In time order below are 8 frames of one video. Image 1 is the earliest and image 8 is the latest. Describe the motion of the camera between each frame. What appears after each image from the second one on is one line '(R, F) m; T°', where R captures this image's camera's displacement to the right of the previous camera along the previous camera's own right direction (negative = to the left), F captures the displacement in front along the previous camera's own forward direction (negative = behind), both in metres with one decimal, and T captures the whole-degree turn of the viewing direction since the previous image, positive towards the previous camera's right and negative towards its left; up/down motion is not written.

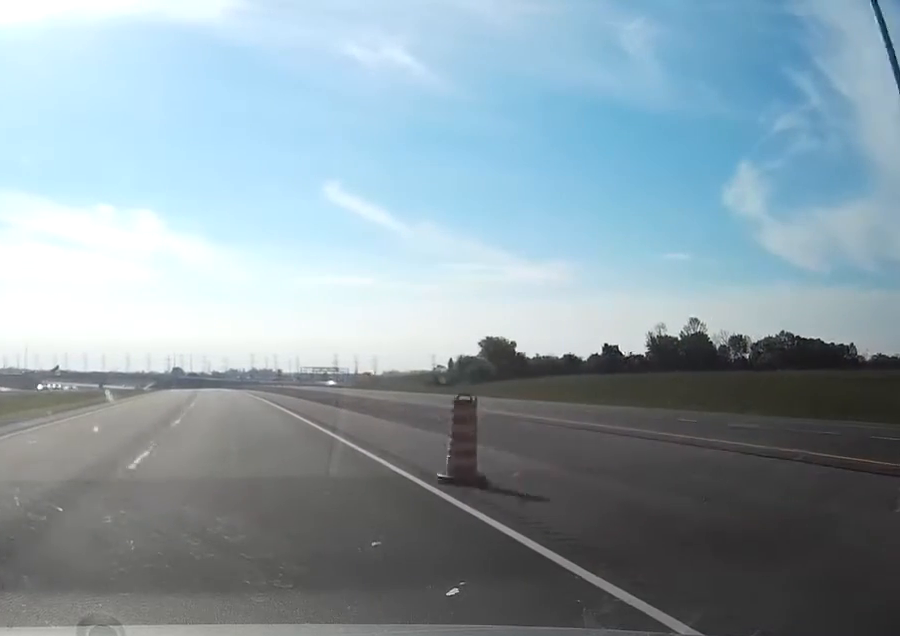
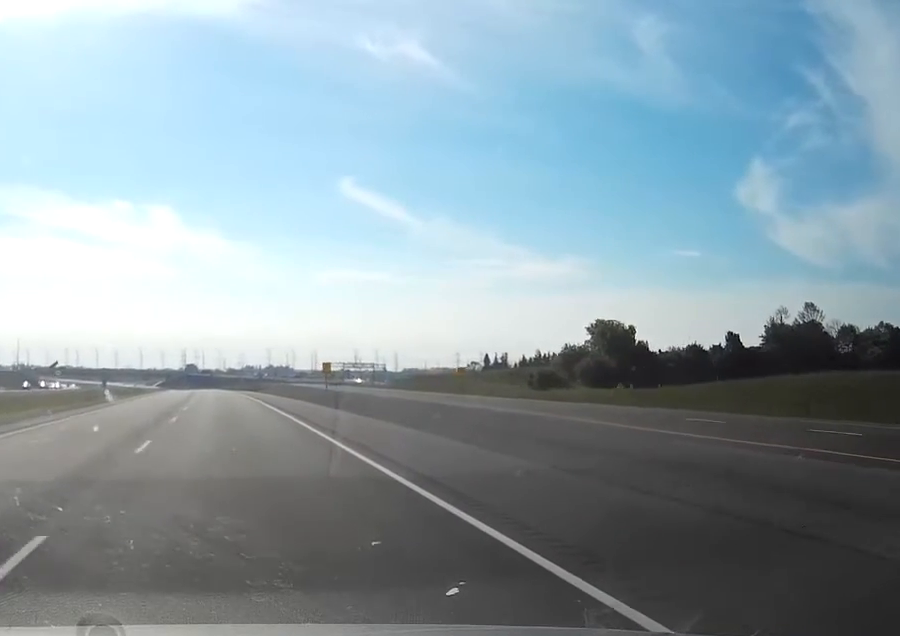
(-0.4, +56.1) m; -1°
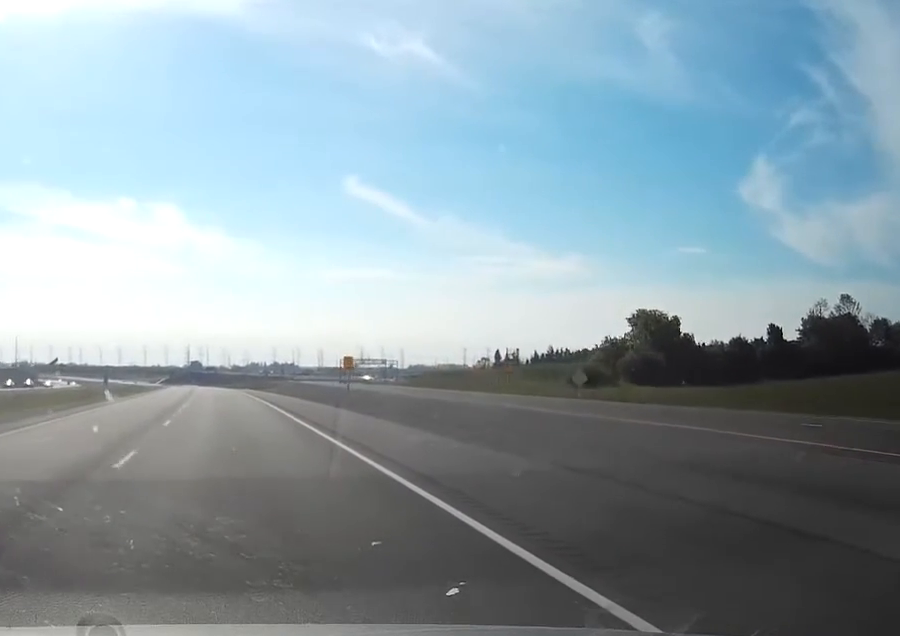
(-0.1, +14.8) m; 0°
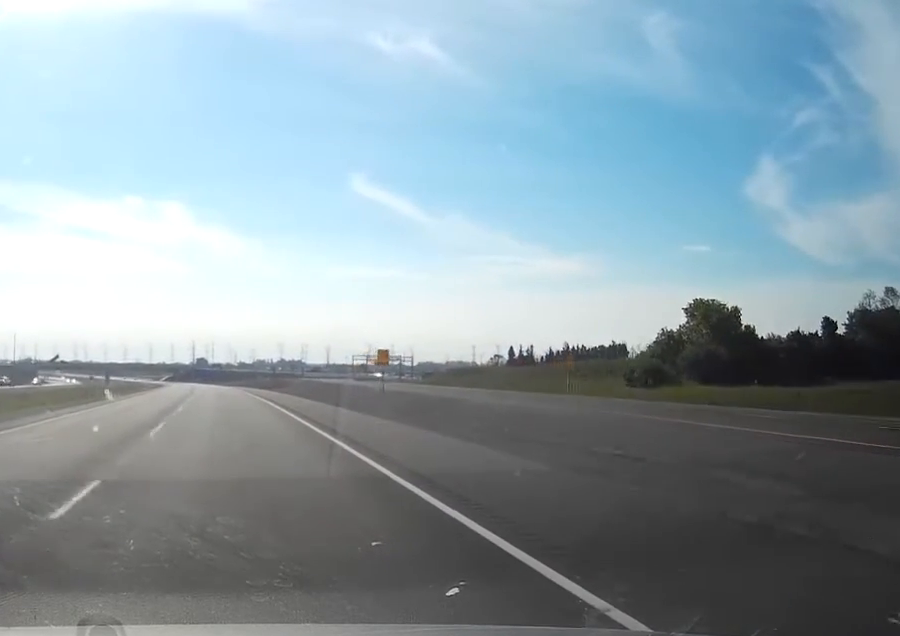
(-0.1, +16.8) m; 0°
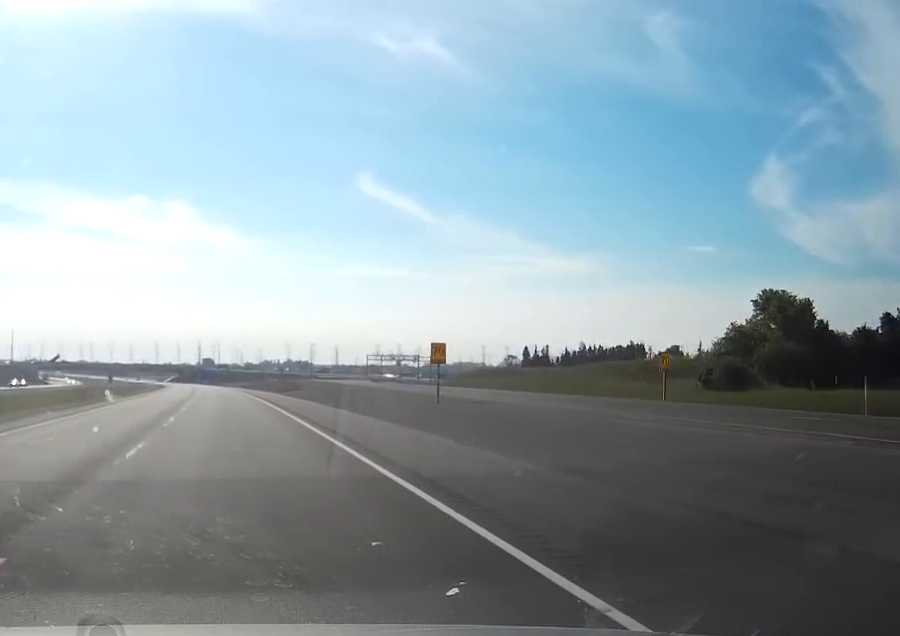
(0.0, +16.9) m; 0°
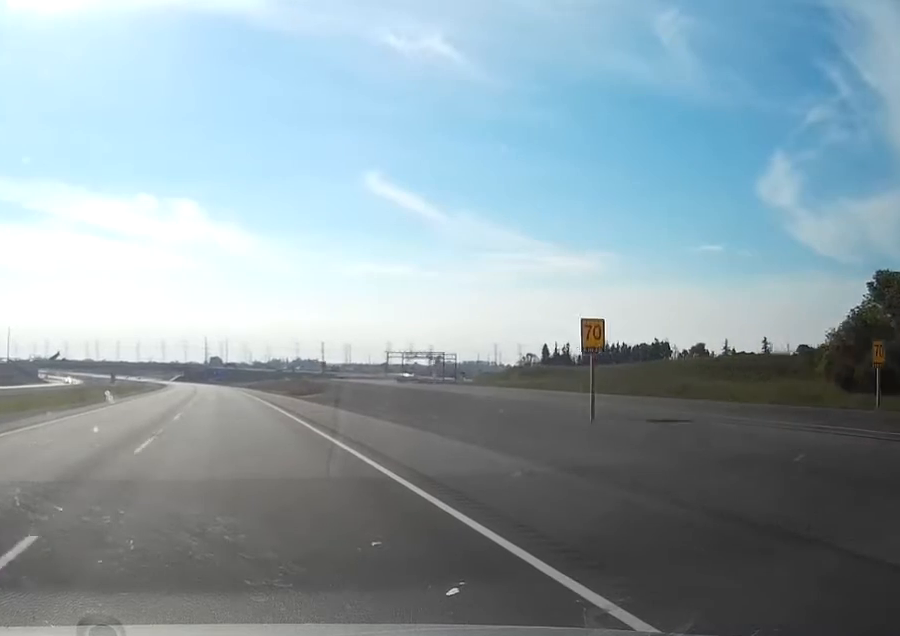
(0.0, +22.8) m; 0°
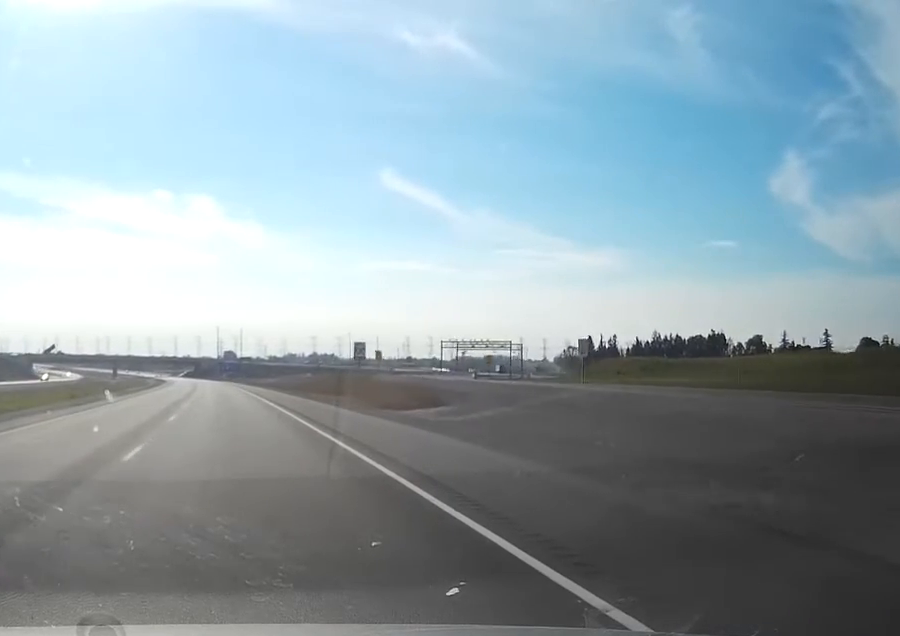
(-0.4, +49.5) m; -1°
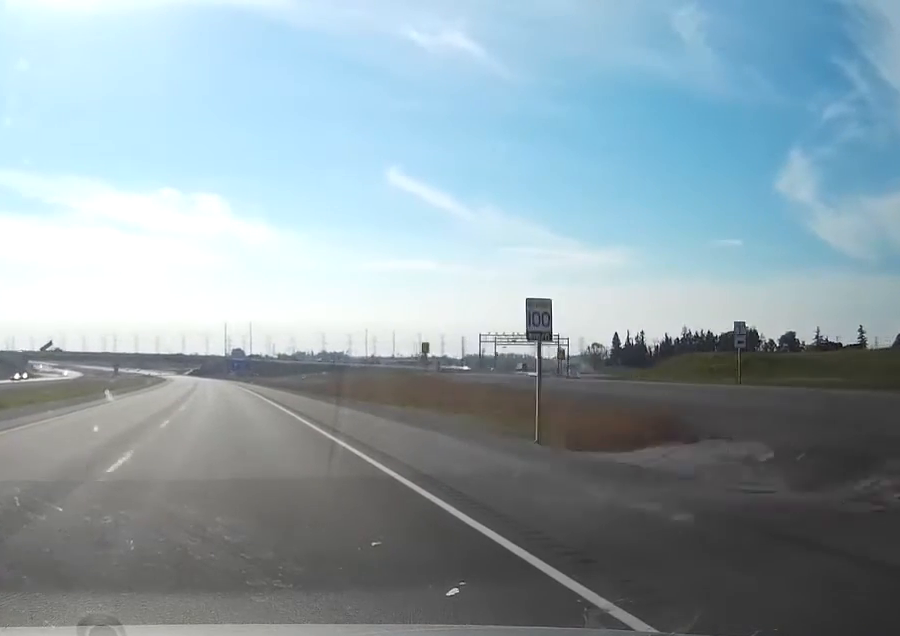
(-0.2, +25.8) m; -1°
